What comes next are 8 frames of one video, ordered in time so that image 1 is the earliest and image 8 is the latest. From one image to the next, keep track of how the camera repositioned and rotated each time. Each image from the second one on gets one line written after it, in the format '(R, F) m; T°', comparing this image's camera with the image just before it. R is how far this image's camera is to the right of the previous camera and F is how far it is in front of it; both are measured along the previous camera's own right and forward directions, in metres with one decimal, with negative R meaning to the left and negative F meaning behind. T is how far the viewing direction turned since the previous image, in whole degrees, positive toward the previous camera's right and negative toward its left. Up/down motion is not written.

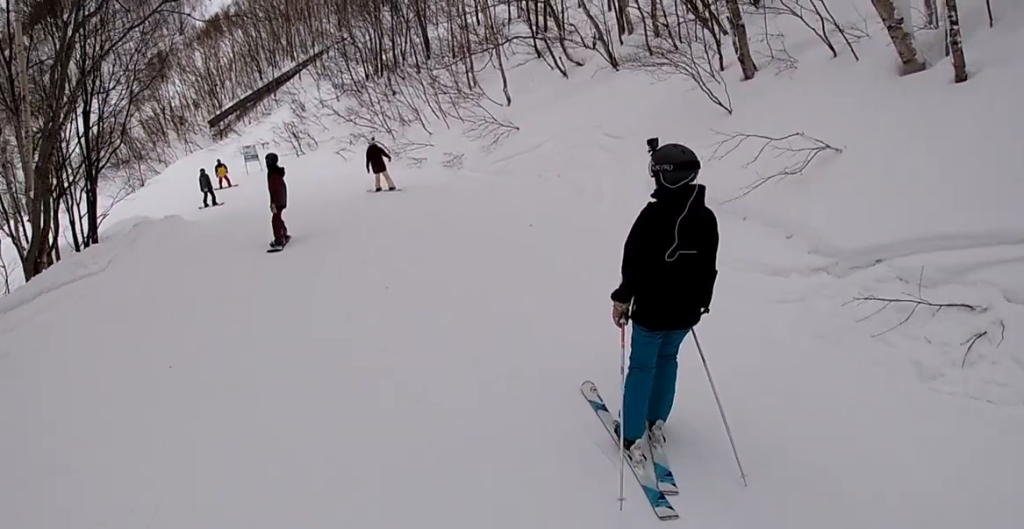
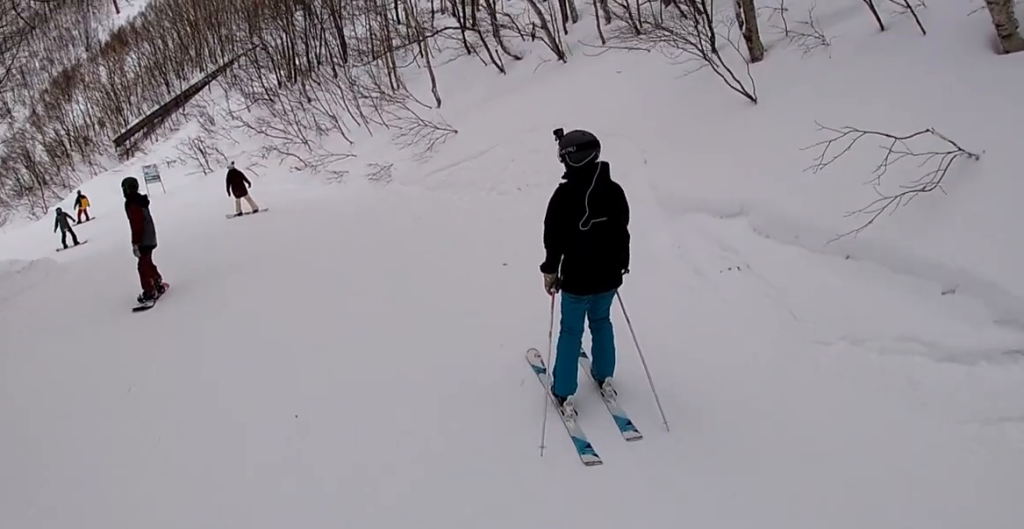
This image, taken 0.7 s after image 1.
(0.0, +3.0) m; -1°
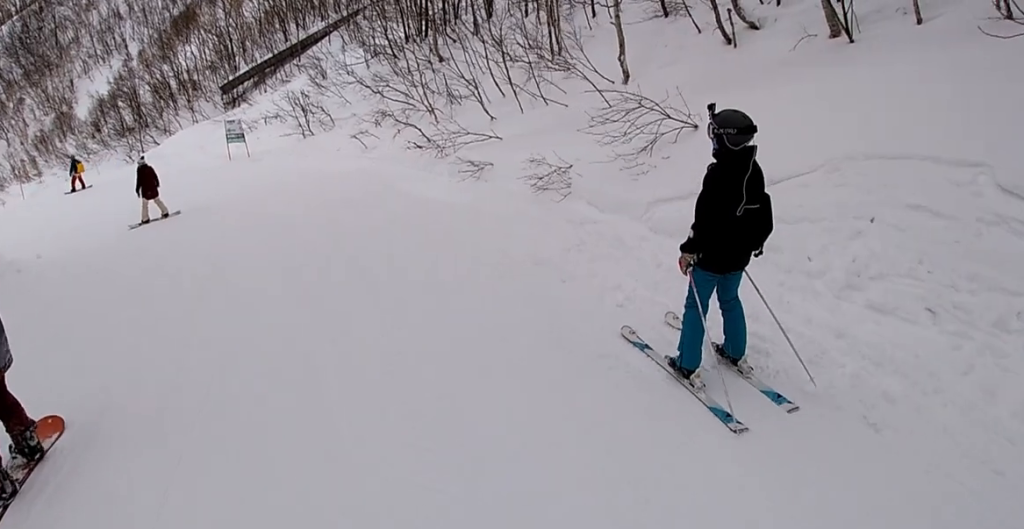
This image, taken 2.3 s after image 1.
(-0.1, +6.5) m; -7°
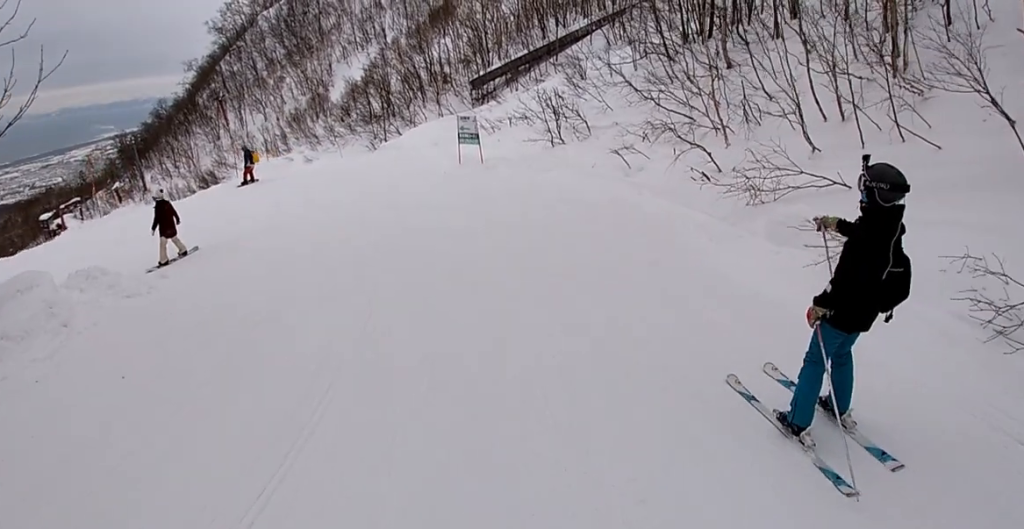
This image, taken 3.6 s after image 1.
(-0.7, +5.1) m; -13°
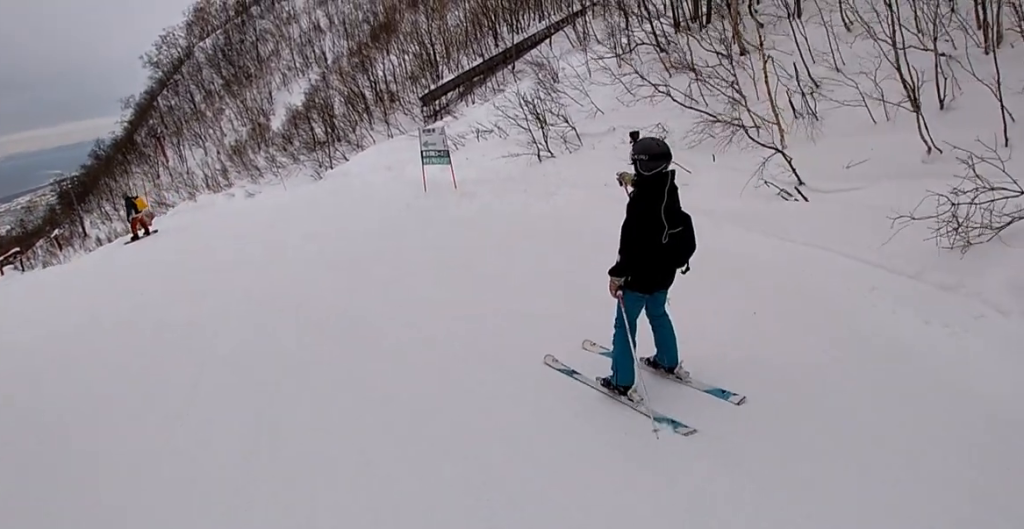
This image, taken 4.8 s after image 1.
(-0.5, +4.7) m; -8°
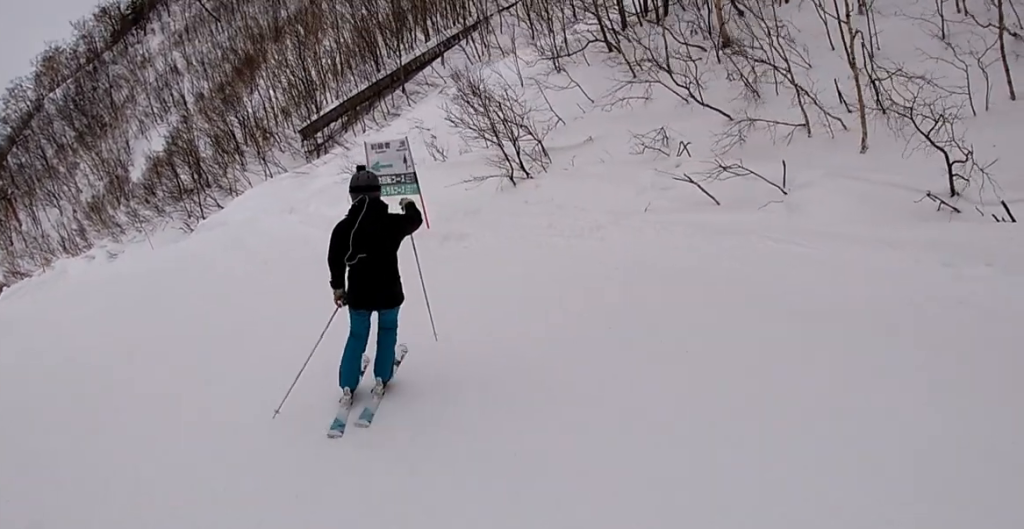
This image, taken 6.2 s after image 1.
(-0.1, +4.9) m; -5°
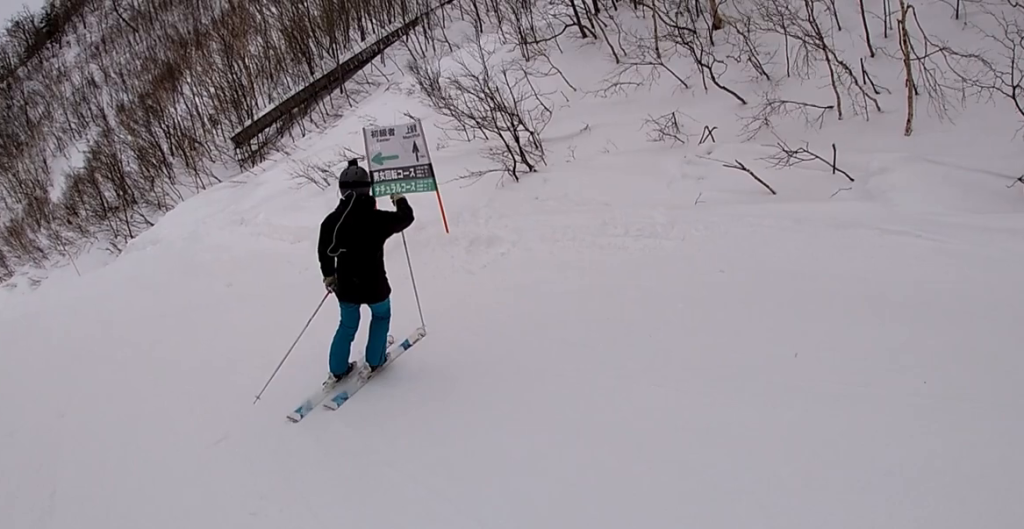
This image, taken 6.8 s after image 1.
(-0.1, +2.0) m; -1°
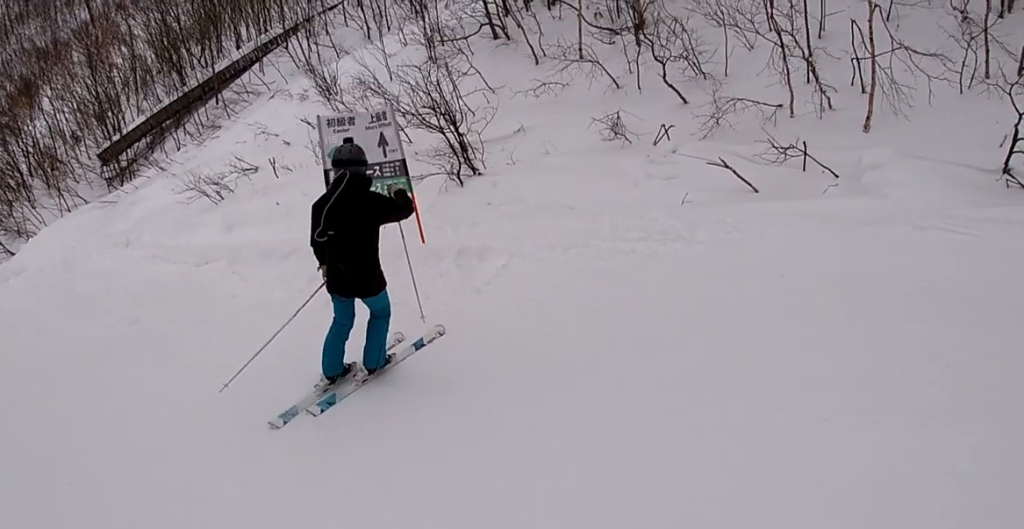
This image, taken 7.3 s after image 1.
(-0.1, +1.7) m; -1°
